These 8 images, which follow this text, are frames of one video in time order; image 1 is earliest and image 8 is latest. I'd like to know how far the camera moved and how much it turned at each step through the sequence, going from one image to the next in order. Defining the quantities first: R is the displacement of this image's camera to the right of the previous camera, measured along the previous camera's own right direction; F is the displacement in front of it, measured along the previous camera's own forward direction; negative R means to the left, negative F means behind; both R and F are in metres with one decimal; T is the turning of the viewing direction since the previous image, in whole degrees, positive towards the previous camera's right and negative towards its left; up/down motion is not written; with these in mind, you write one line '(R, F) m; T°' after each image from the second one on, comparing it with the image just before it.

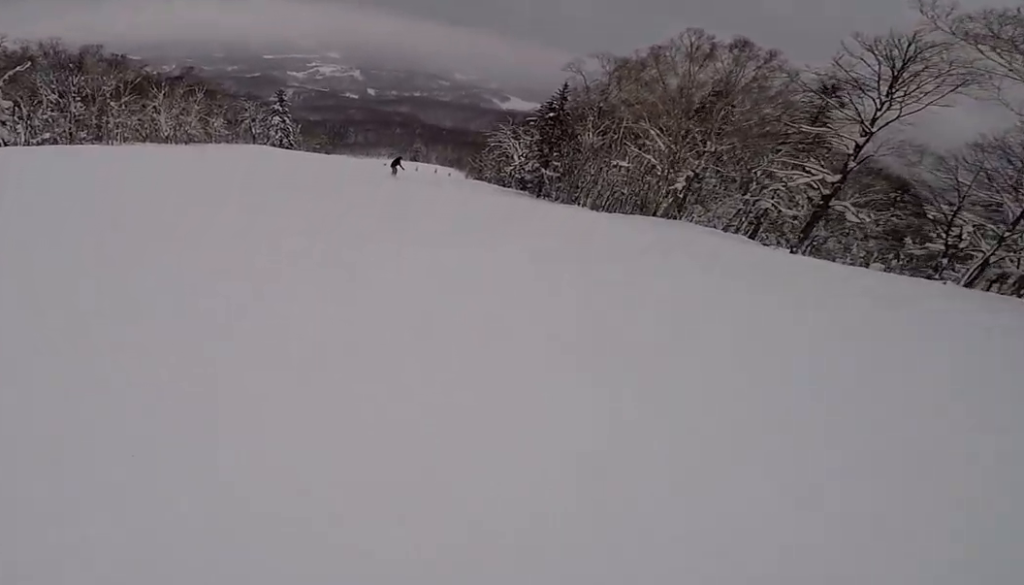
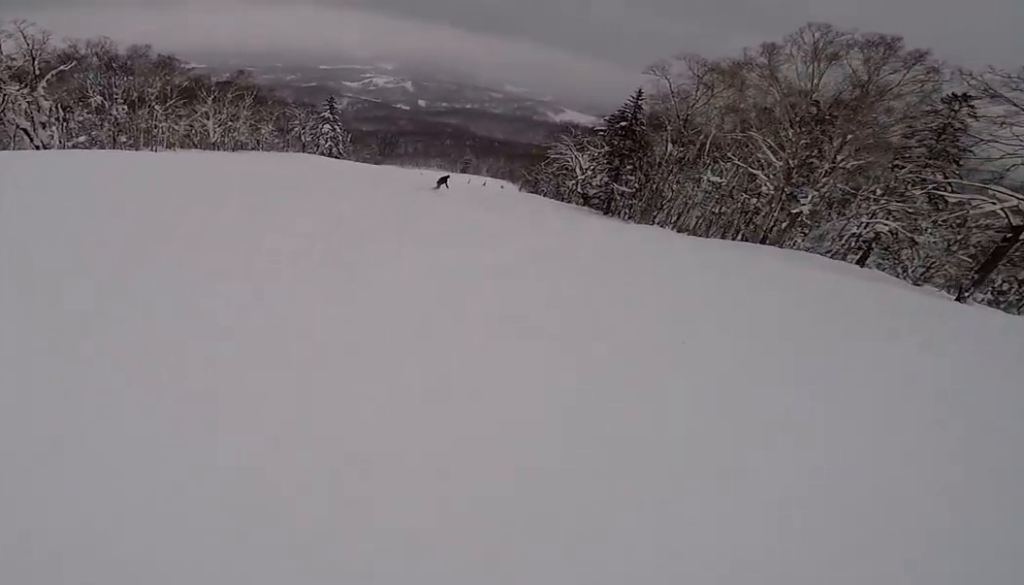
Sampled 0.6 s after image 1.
(-1.6, +6.3) m; -4°
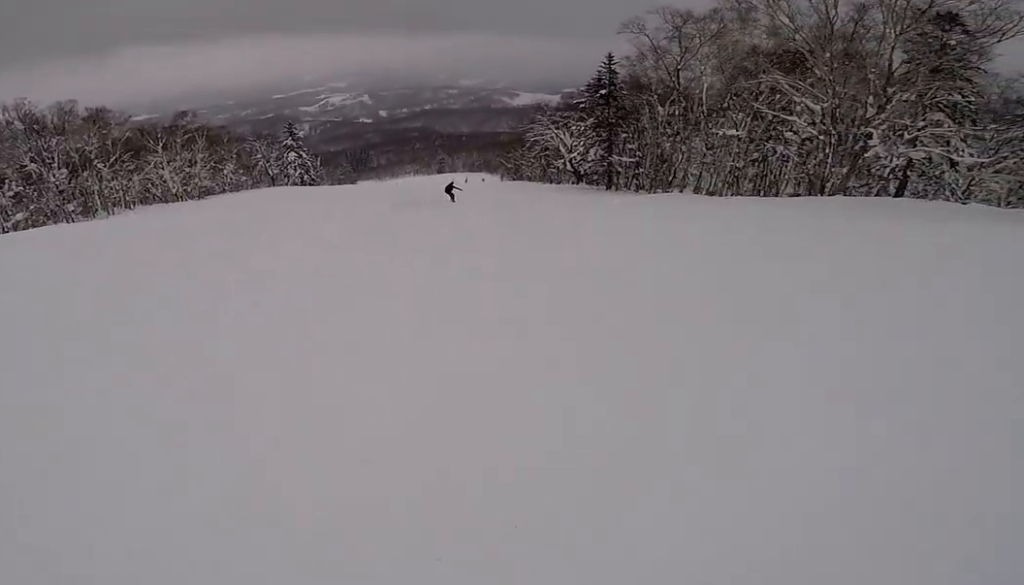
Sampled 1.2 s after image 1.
(+0.6, +6.3) m; +4°
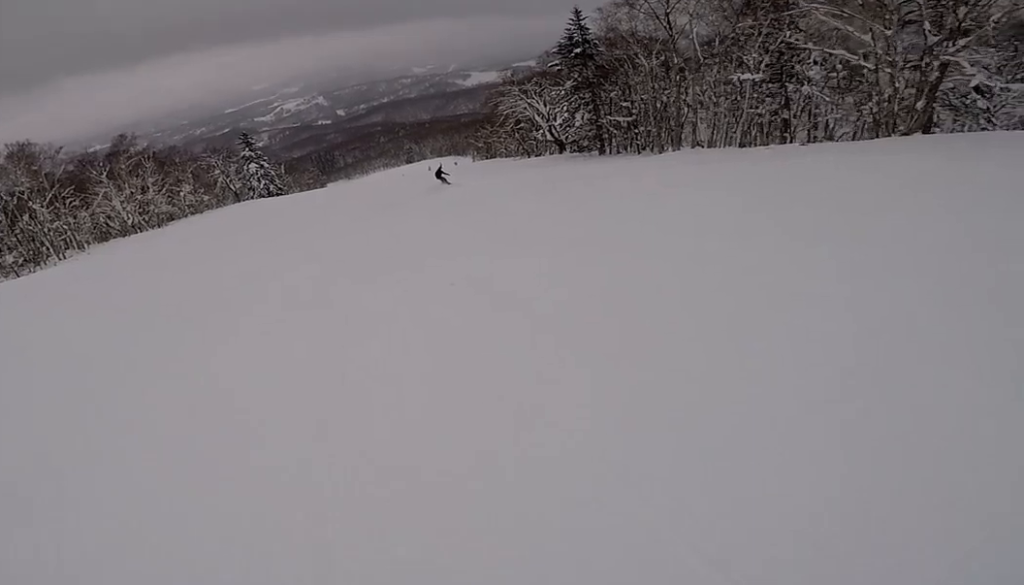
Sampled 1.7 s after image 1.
(+0.5, +6.4) m; +5°
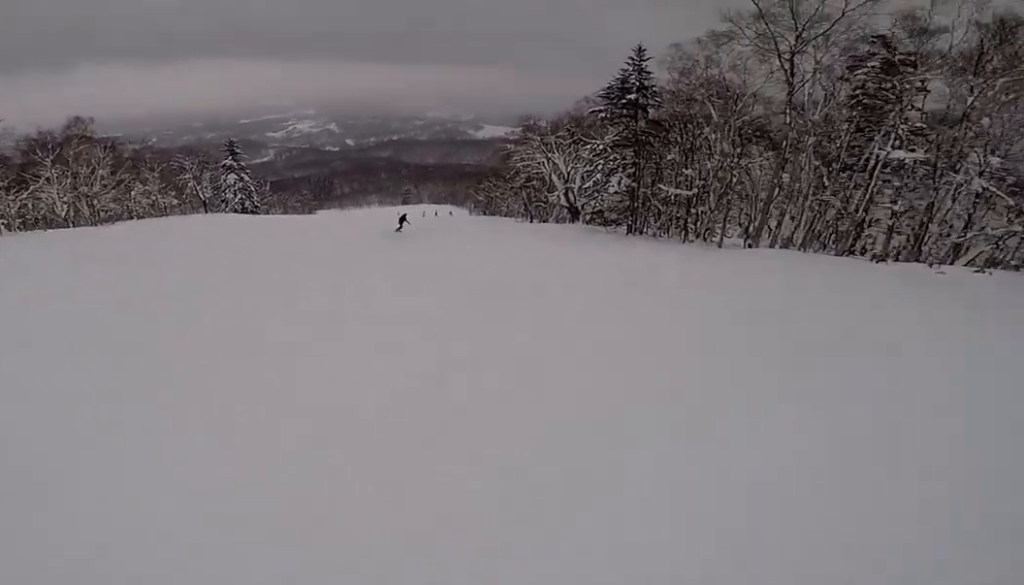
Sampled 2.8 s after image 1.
(+0.2, +12.5) m; +2°
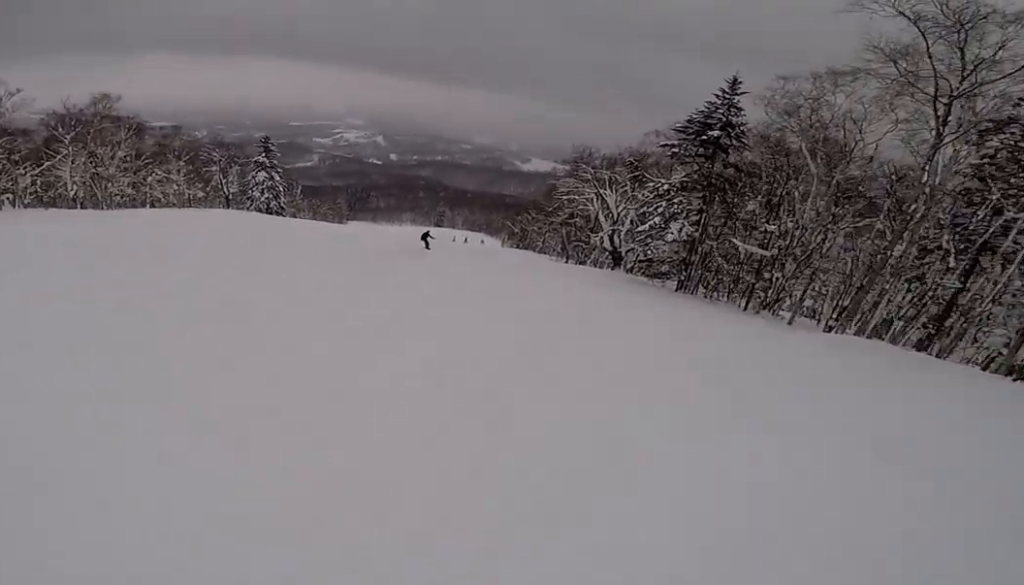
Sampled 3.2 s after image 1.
(+0.3, +5.2) m; -4°
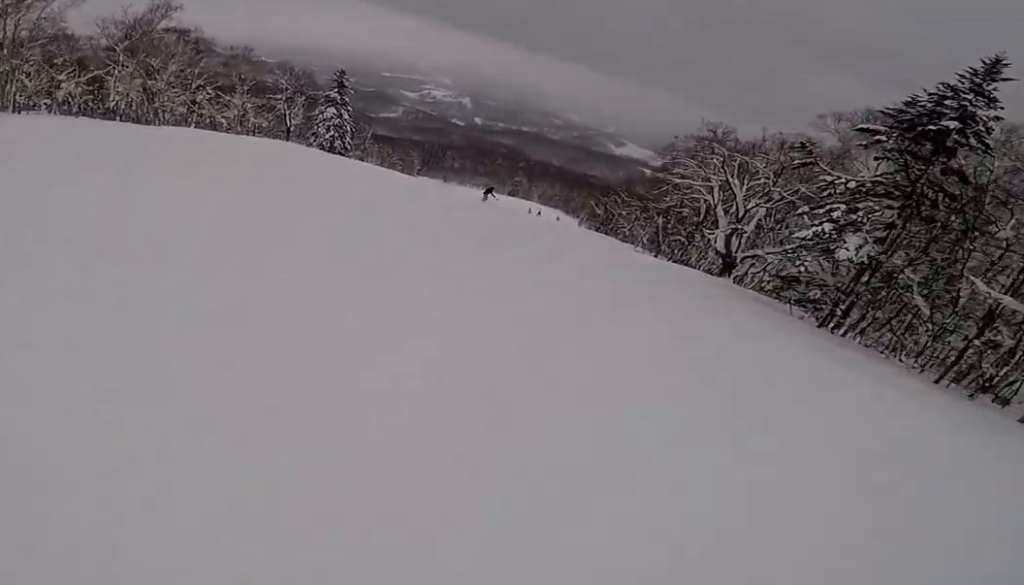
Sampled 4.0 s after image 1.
(-0.3, +9.1) m; -7°
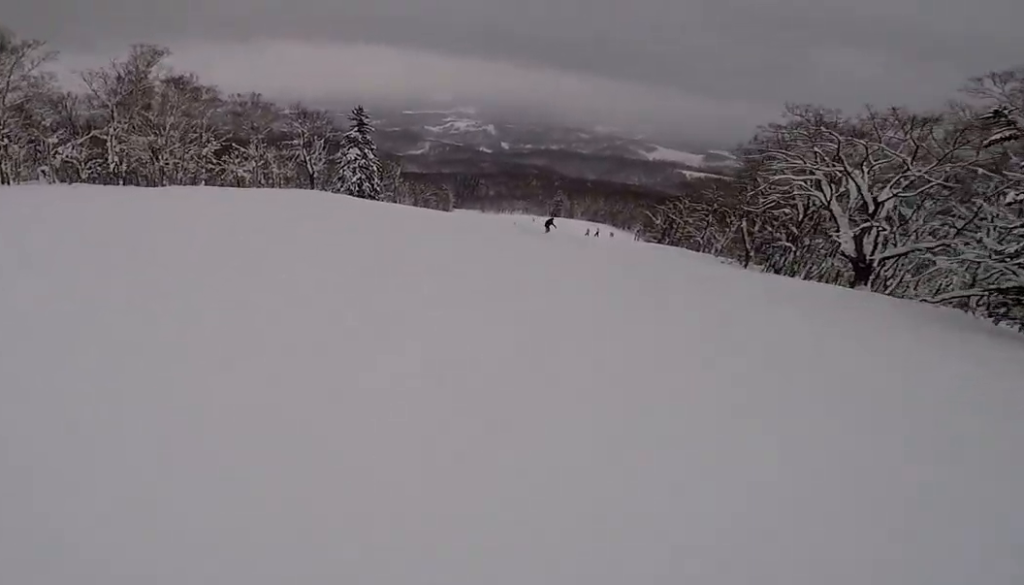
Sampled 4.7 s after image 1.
(-1.4, +8.4) m; -6°
